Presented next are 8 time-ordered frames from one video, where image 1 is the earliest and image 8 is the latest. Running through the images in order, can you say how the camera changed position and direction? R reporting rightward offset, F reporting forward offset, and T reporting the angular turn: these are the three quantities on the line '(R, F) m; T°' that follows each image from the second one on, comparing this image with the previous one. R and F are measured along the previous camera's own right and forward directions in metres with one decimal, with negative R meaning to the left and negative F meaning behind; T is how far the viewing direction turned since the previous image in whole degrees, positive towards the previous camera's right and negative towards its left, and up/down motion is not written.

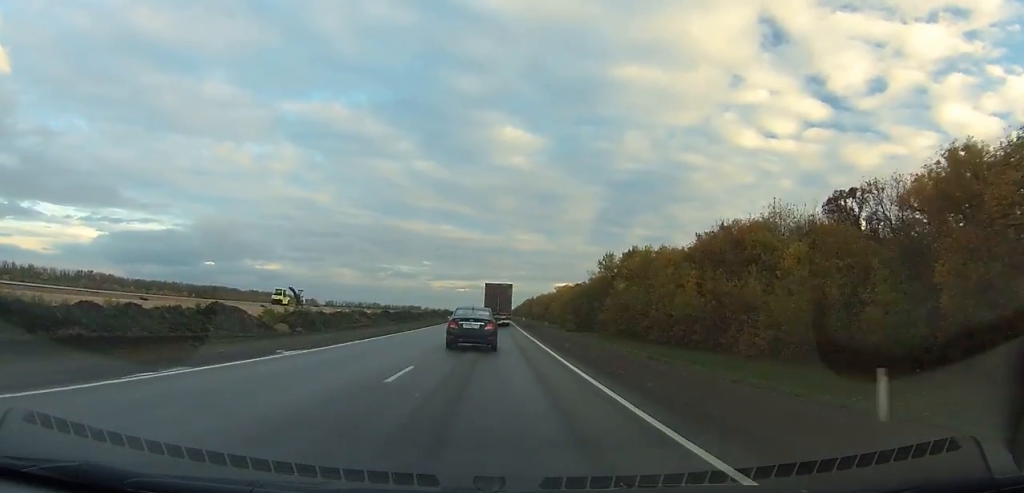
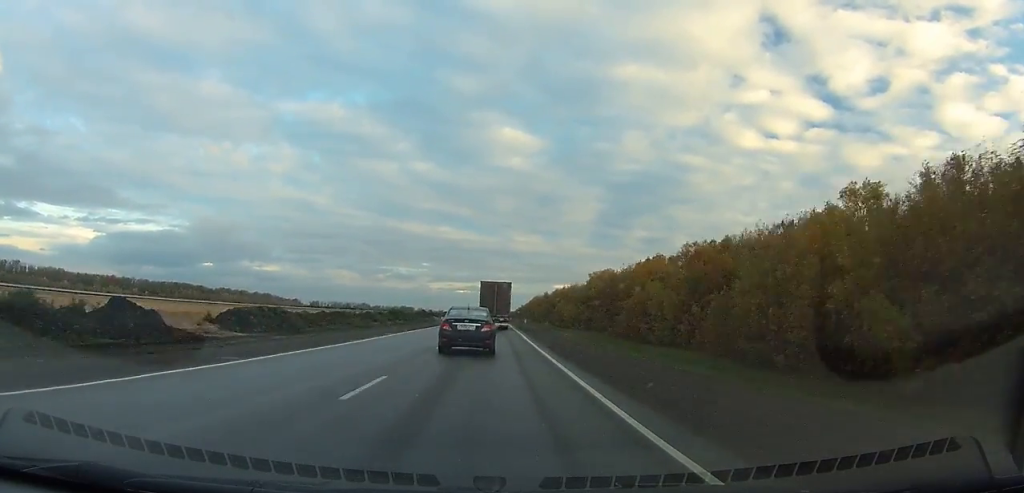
(0.0, +110.9) m; 0°
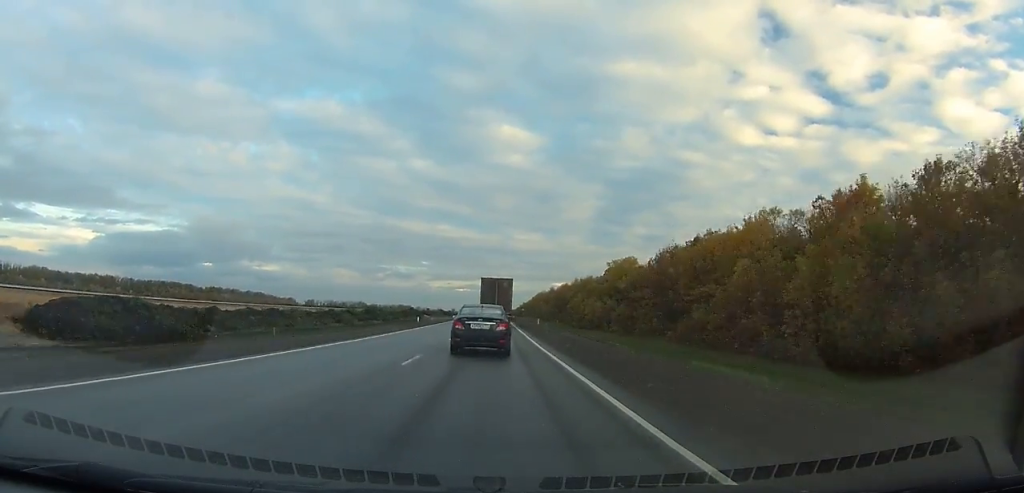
(0.0, +31.3) m; 0°
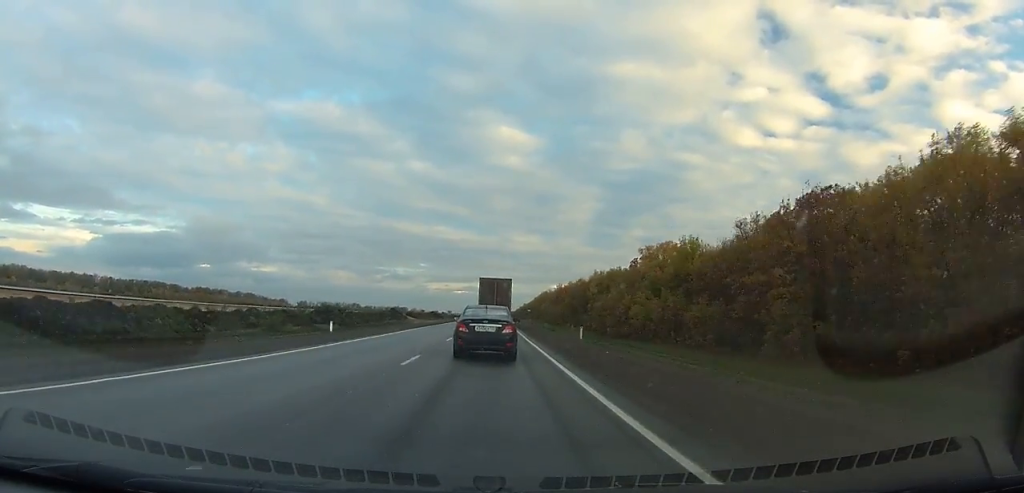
(0.0, +38.2) m; 0°
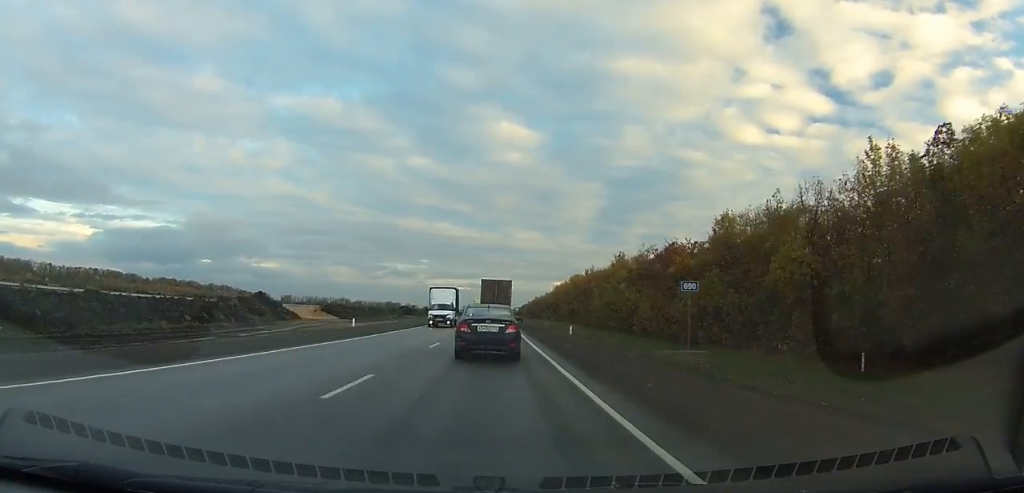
(+0.1, +106.7) m; 0°
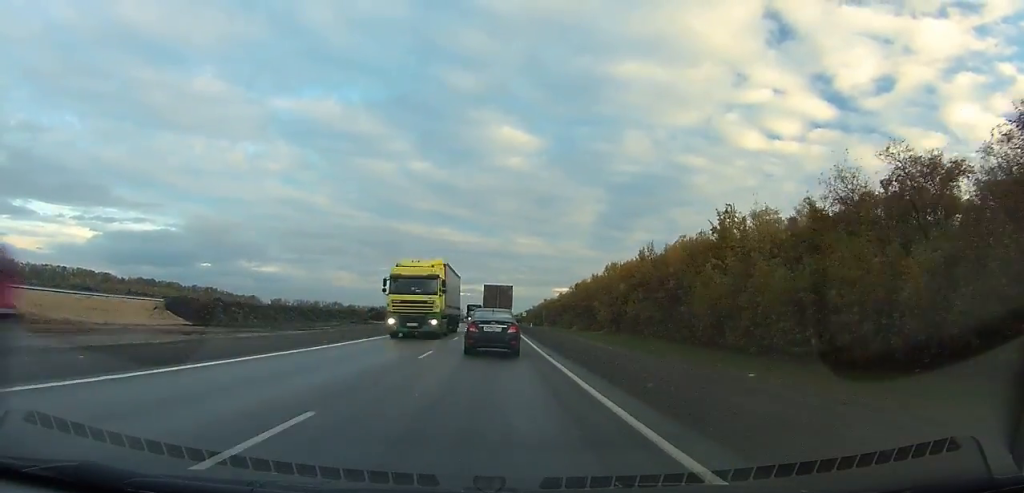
(-0.1, +54.4) m; 0°
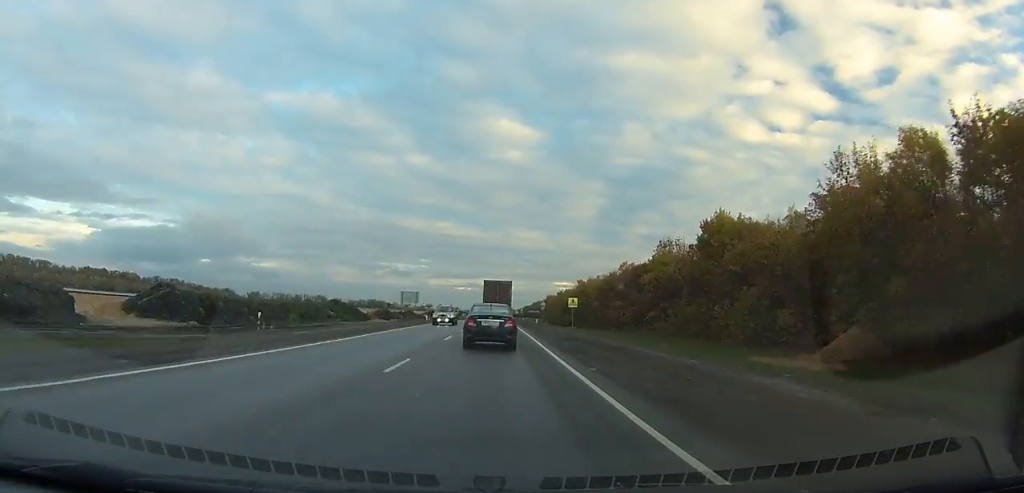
(0.0, +98.8) m; 0°
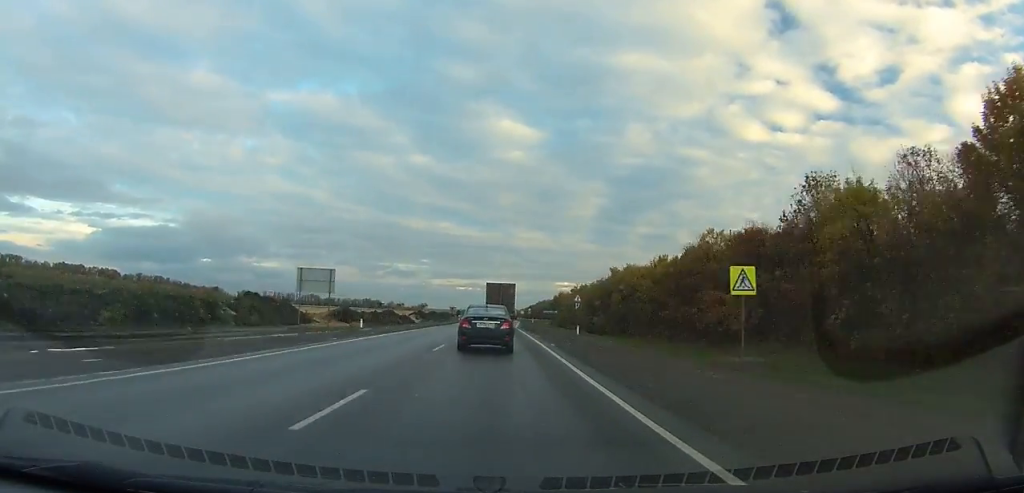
(0.0, +40.6) m; 0°
